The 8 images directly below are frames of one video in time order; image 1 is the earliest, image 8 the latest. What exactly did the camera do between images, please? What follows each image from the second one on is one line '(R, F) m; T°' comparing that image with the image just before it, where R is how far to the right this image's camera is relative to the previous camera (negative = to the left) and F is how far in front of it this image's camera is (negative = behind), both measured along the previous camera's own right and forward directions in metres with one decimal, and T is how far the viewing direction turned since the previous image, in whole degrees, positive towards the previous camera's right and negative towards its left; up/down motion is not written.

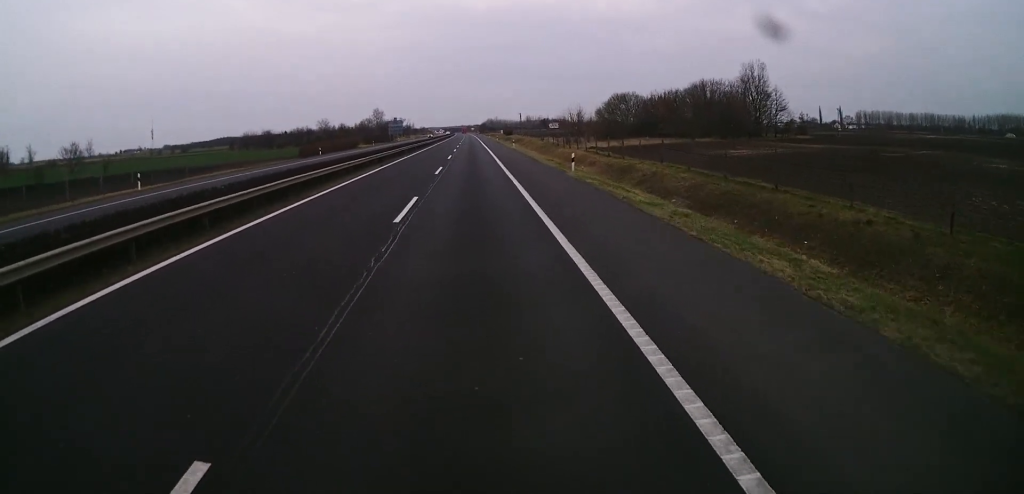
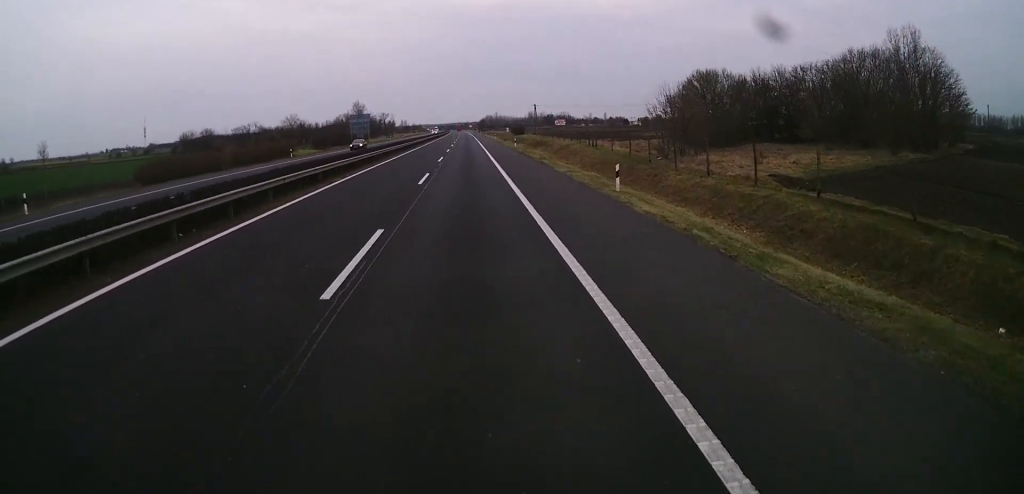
(+0.1, +61.6) m; +1°
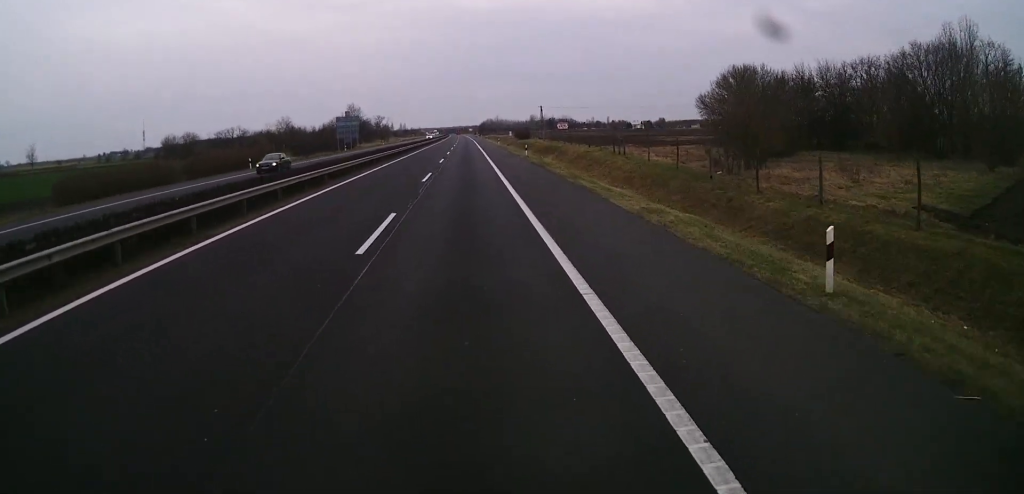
(-0.2, +14.6) m; 0°
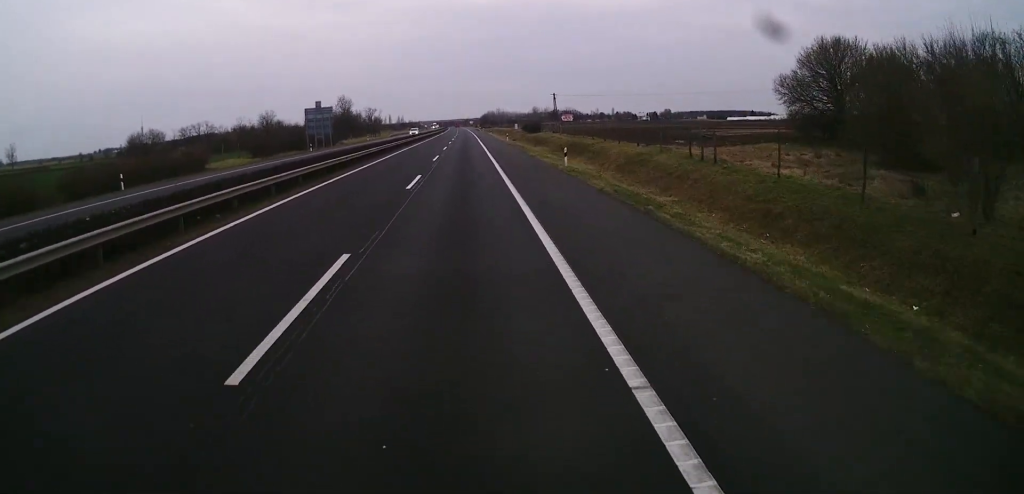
(+0.1, +24.6) m; 0°
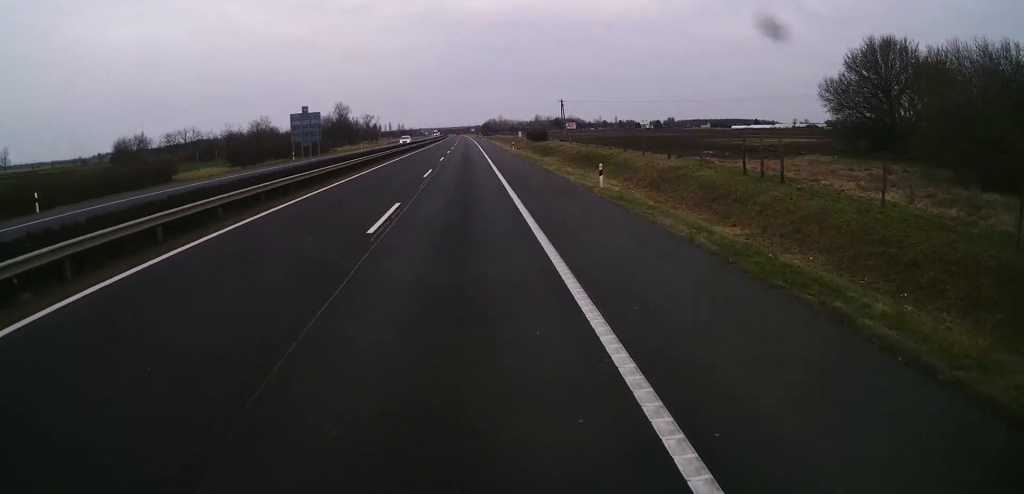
(0.0, +9.2) m; 0°
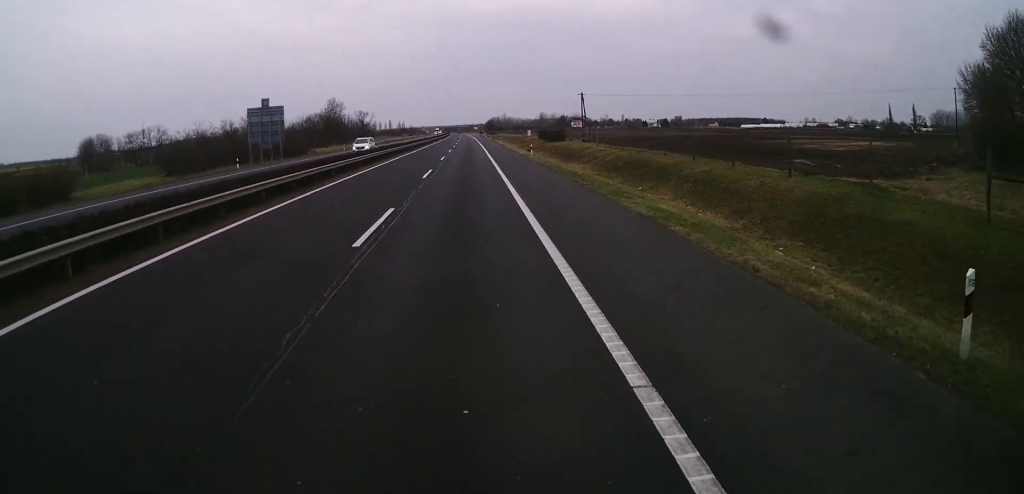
(-0.1, +20.1) m; 0°
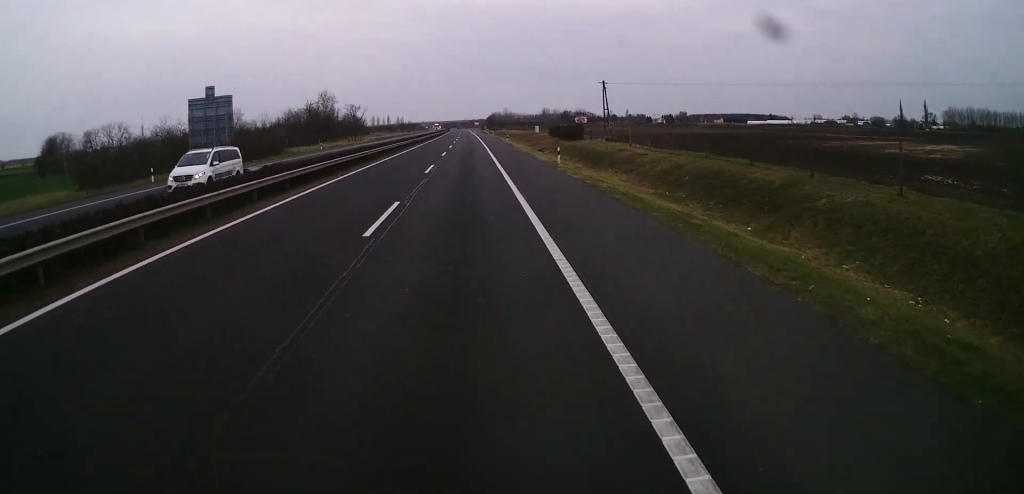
(+0.3, +17.0) m; 0°
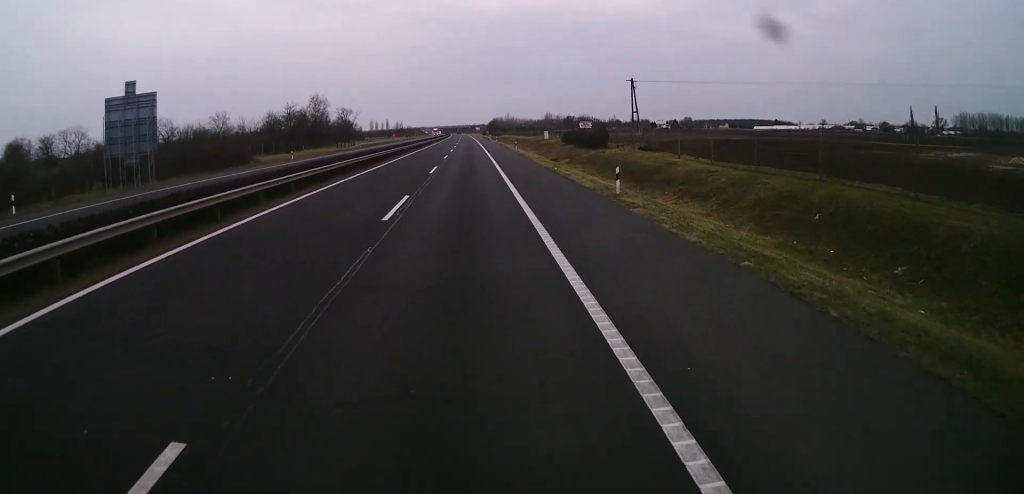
(-0.1, +15.4) m; -1°
